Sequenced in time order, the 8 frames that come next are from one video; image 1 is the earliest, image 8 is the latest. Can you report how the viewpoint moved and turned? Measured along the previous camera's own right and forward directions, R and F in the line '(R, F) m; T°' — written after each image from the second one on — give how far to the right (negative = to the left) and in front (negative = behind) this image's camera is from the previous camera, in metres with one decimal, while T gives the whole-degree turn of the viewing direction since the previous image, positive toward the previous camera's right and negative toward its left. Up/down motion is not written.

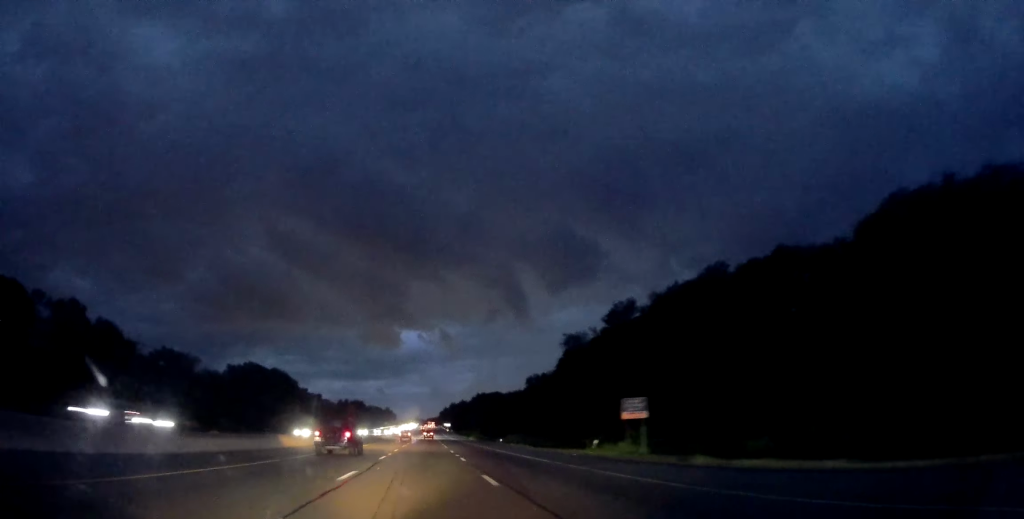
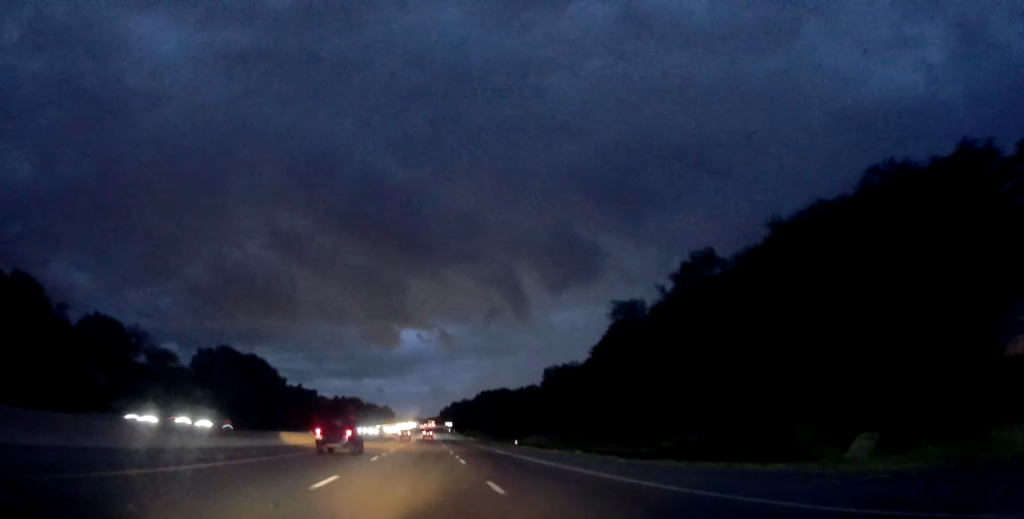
(+0.1, +26.3) m; 0°
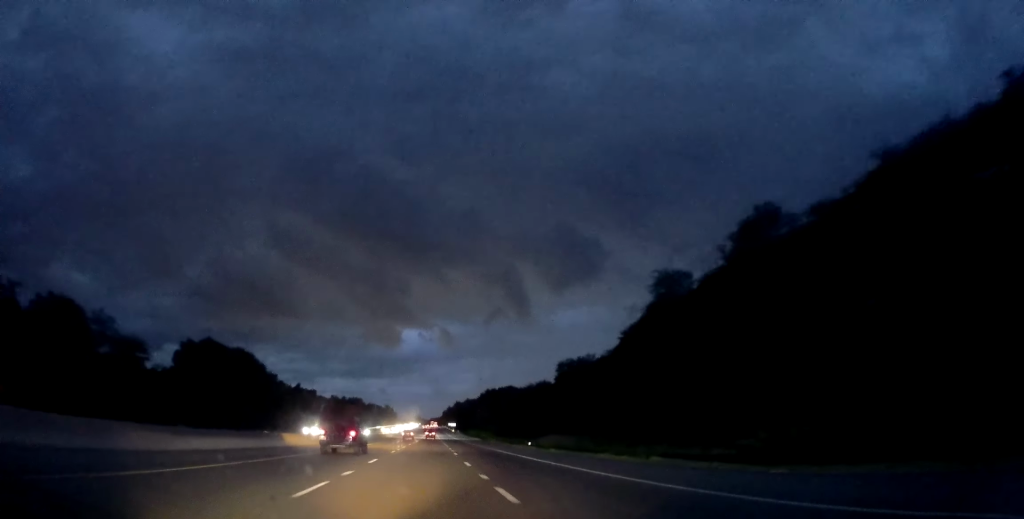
(+0.1, +13.8) m; 0°
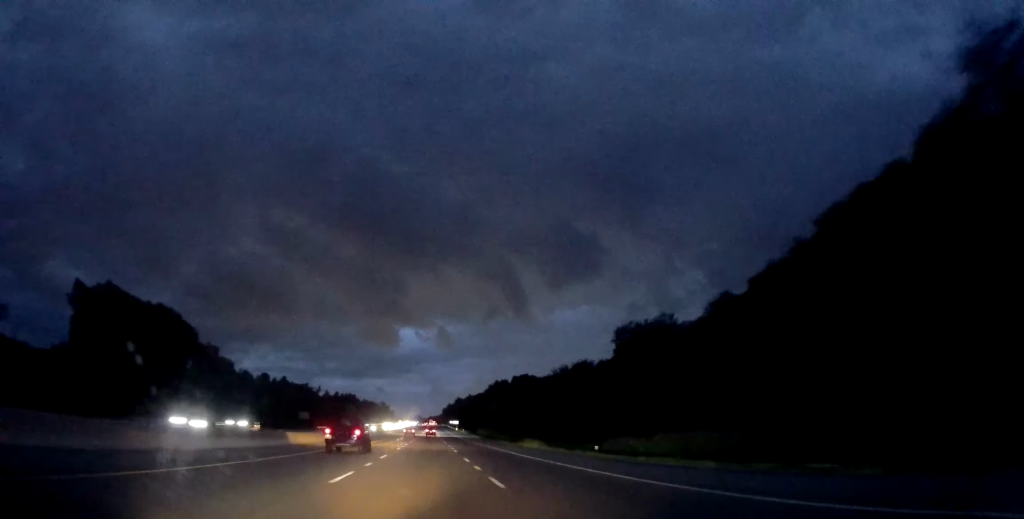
(-0.7, +45.5) m; 0°
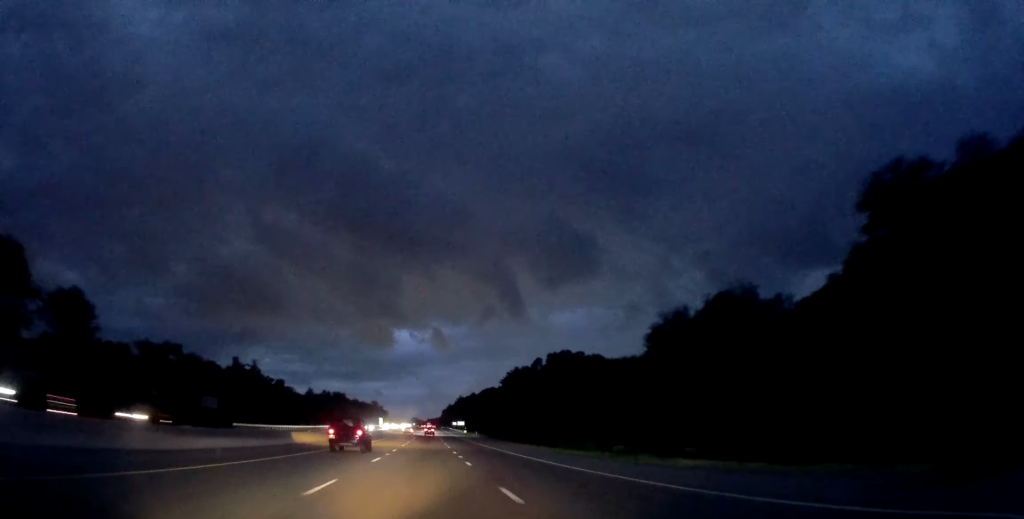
(+1.2, +63.3) m; +1°
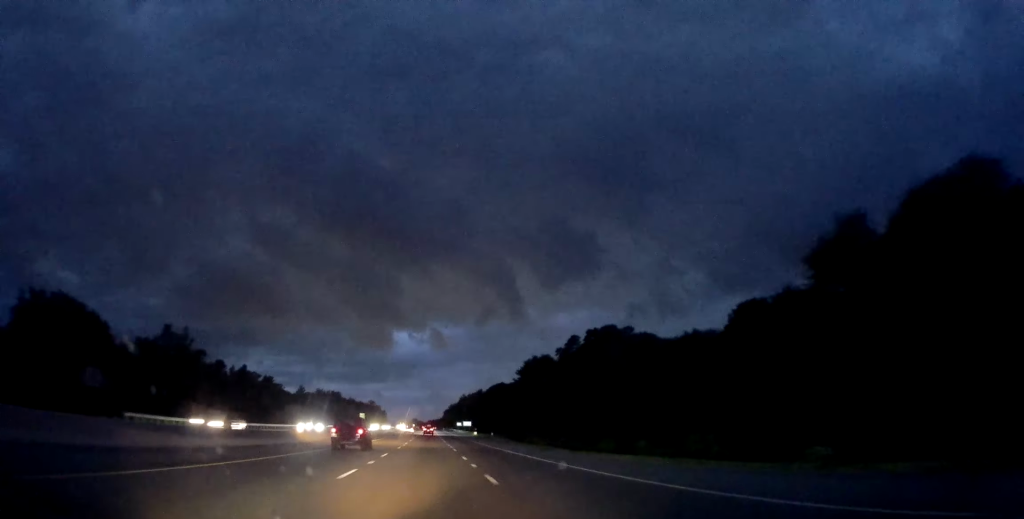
(-0.4, +32.5) m; -1°
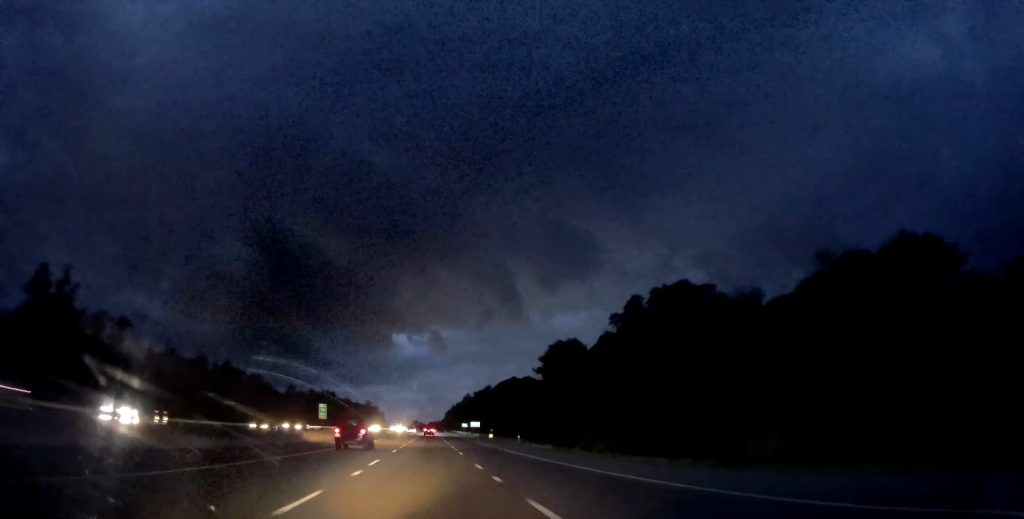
(0.0, +31.4) m; 0°
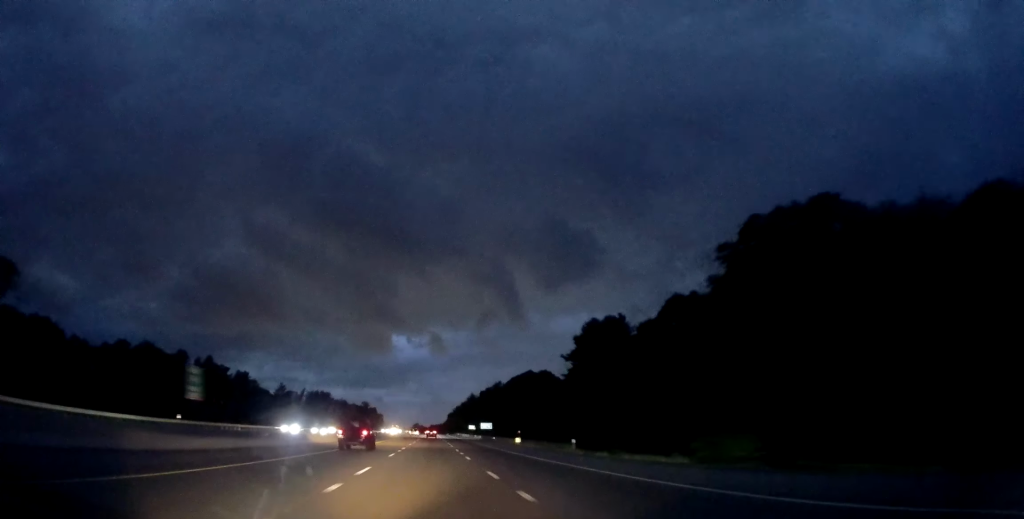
(+0.1, +28.4) m; 0°
